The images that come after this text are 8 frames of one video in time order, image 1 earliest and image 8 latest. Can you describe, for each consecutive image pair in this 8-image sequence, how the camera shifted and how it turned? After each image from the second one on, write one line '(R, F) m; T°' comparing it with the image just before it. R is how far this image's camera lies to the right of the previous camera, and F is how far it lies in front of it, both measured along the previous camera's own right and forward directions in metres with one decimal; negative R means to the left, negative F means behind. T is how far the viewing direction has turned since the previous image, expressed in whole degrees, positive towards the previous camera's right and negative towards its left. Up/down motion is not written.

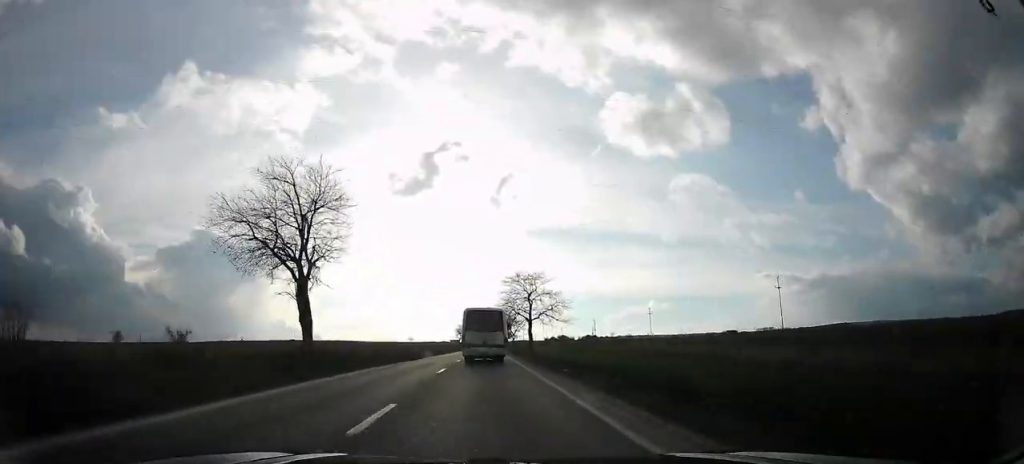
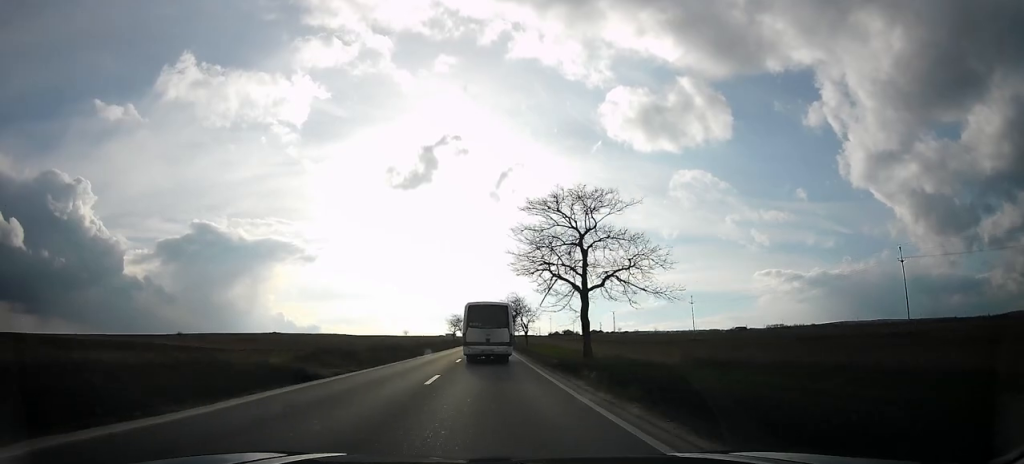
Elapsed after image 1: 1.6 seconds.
(-1.2, +29.1) m; +1°
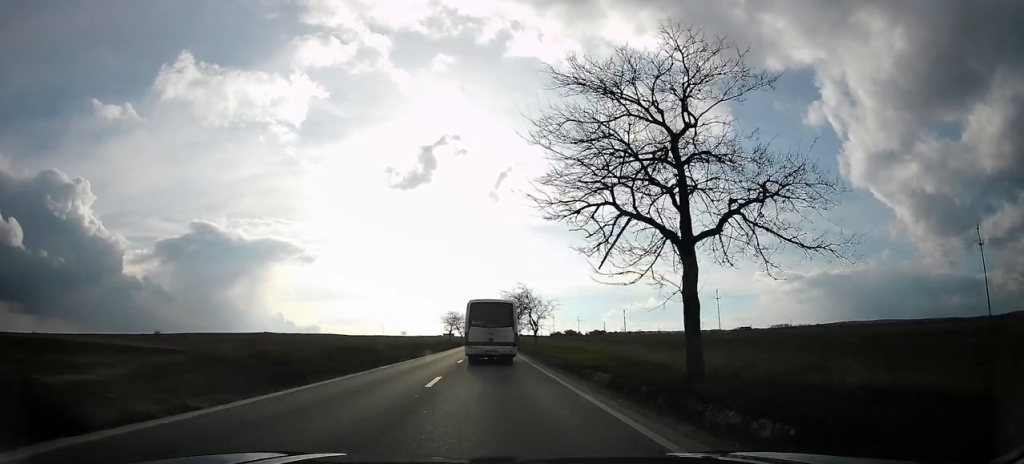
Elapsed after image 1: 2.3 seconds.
(+1.1, +12.9) m; 0°
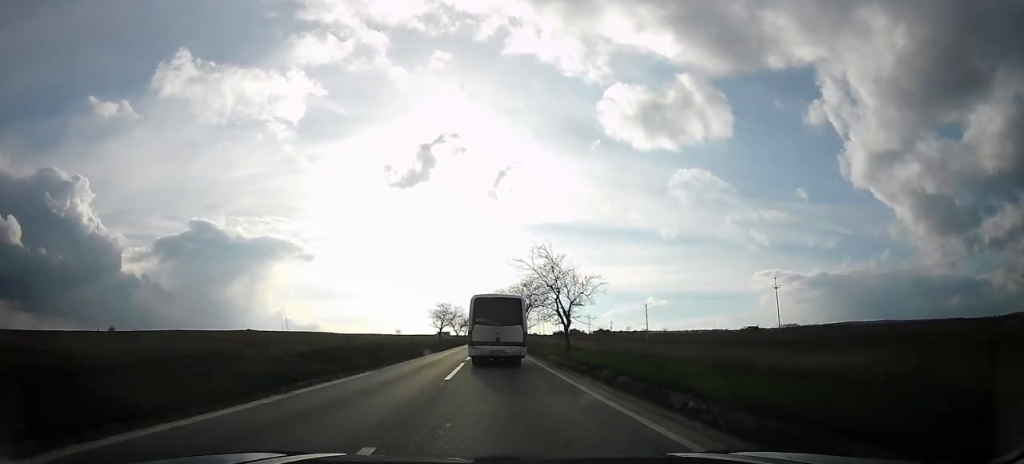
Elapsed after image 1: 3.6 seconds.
(-1.0, +22.2) m; 0°
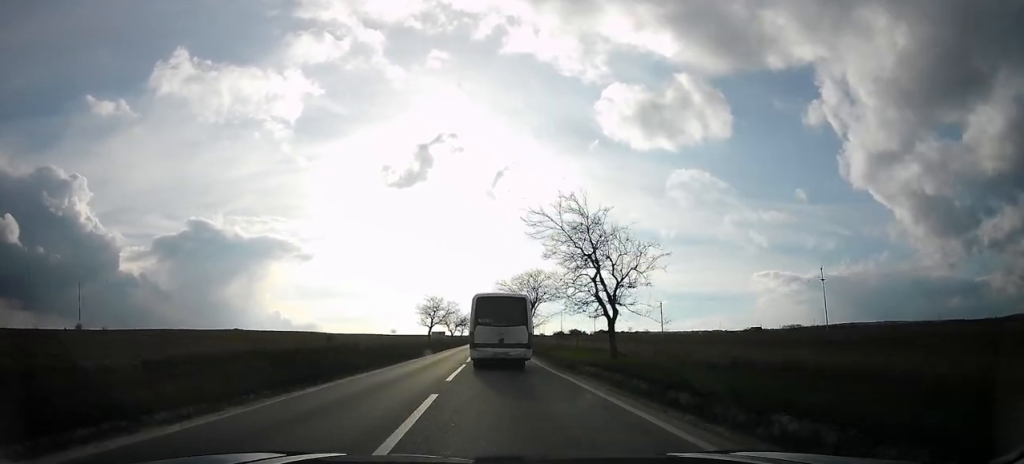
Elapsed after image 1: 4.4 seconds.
(+1.1, +13.3) m; 0°
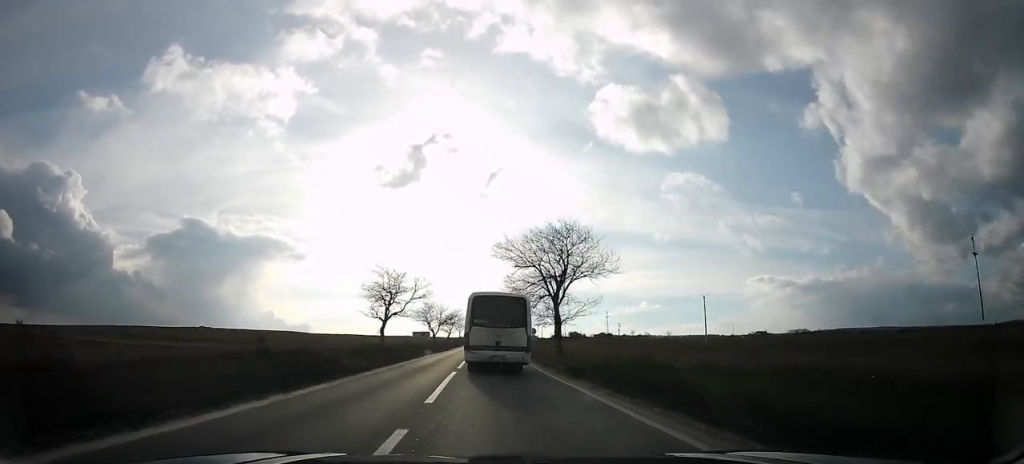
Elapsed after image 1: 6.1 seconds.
(-0.4, +29.5) m; -1°
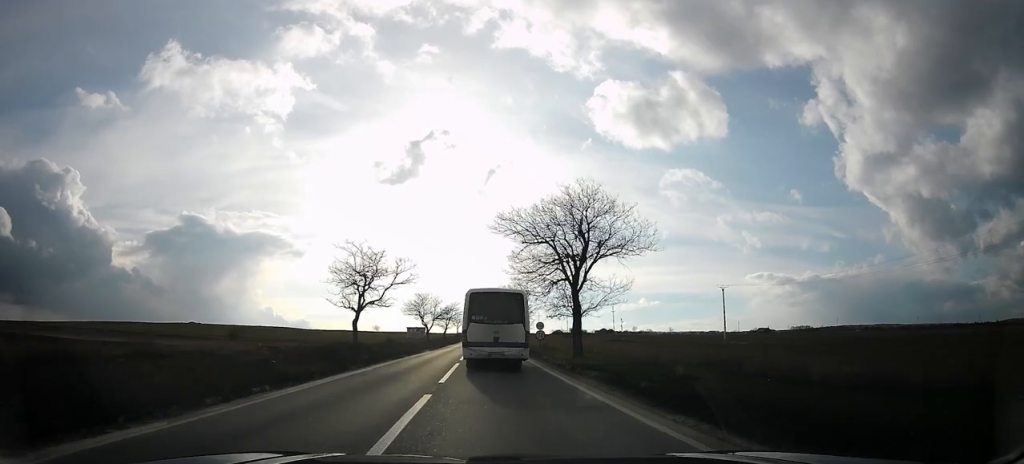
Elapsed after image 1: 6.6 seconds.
(+0.5, +8.8) m; 0°
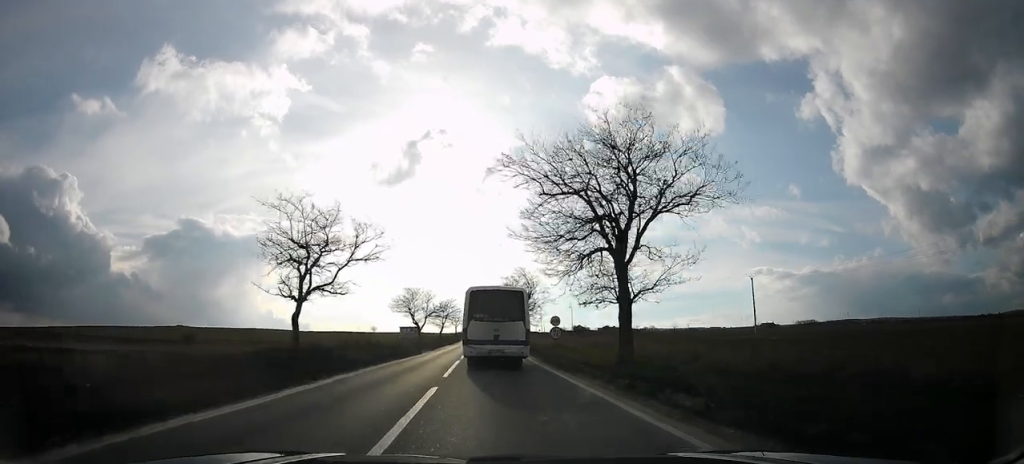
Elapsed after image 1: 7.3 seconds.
(-1.1, +10.7) m; -1°
